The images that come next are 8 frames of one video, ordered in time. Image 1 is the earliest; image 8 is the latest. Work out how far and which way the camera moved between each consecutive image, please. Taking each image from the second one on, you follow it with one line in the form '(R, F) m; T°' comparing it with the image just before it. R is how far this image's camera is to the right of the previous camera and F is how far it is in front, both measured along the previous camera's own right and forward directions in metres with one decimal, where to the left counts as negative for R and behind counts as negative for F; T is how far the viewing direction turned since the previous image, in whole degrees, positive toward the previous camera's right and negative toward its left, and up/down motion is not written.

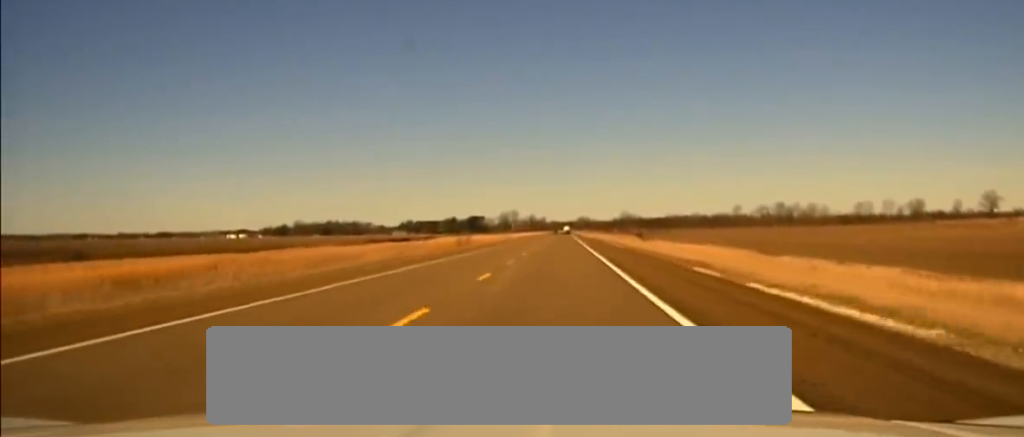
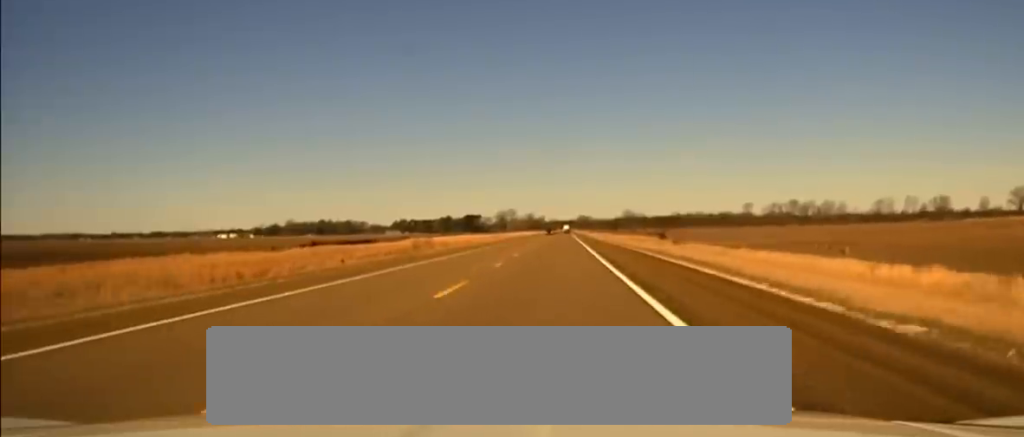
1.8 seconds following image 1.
(-0.3, +53.9) m; 0°
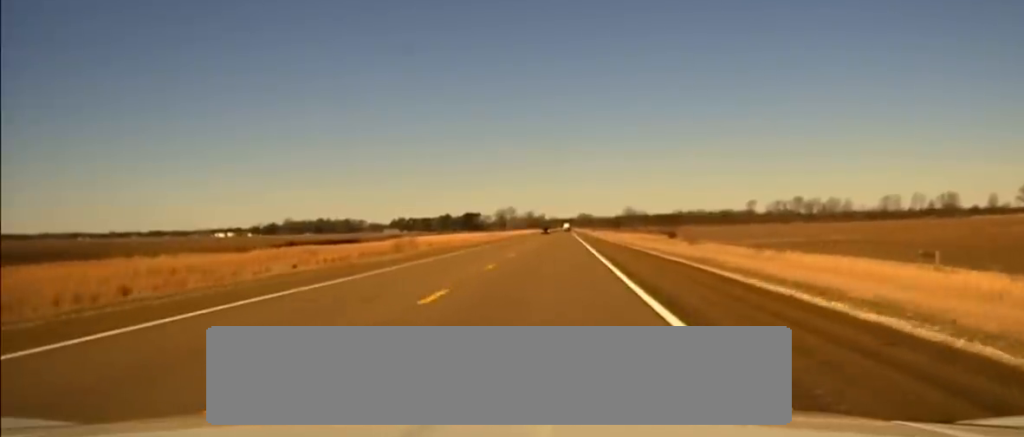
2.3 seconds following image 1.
(+0.1, +15.8) m; 0°
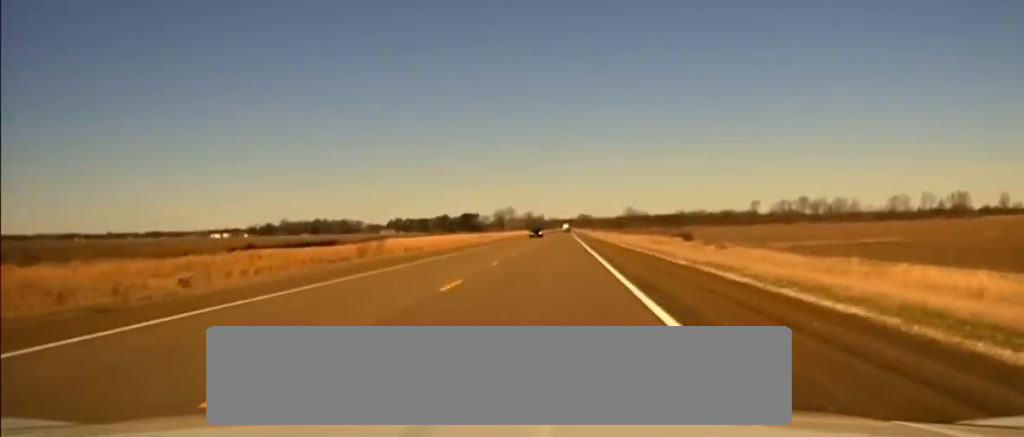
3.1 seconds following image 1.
(0.0, +23.0) m; 0°
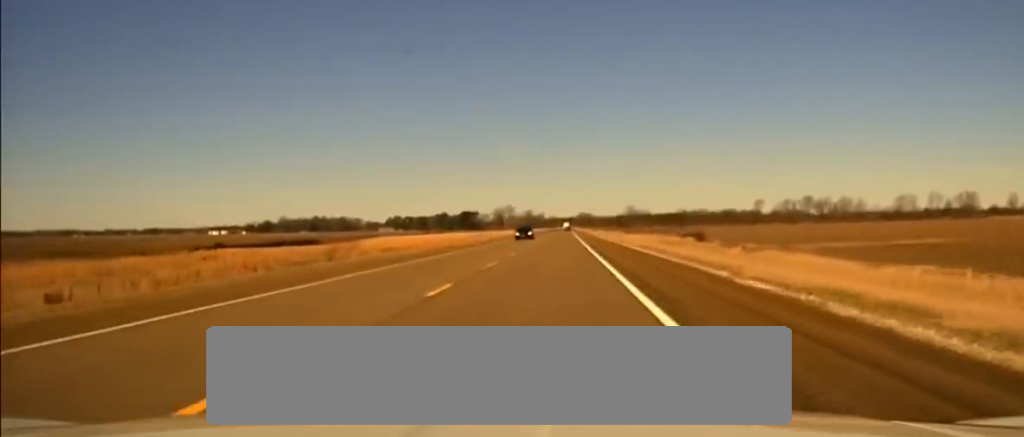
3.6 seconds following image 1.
(0.0, +14.8) m; 0°
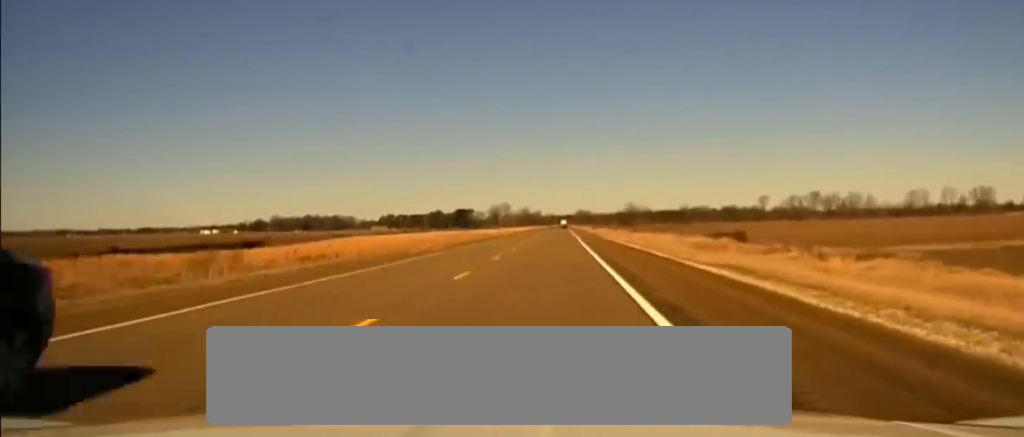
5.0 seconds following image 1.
(-0.1, +33.3) m; +1°
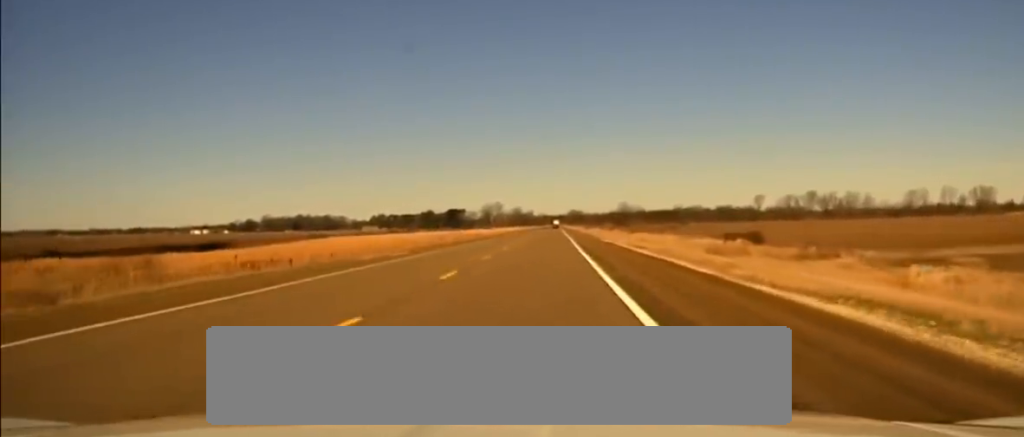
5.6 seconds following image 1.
(+0.1, +13.7) m; +1°
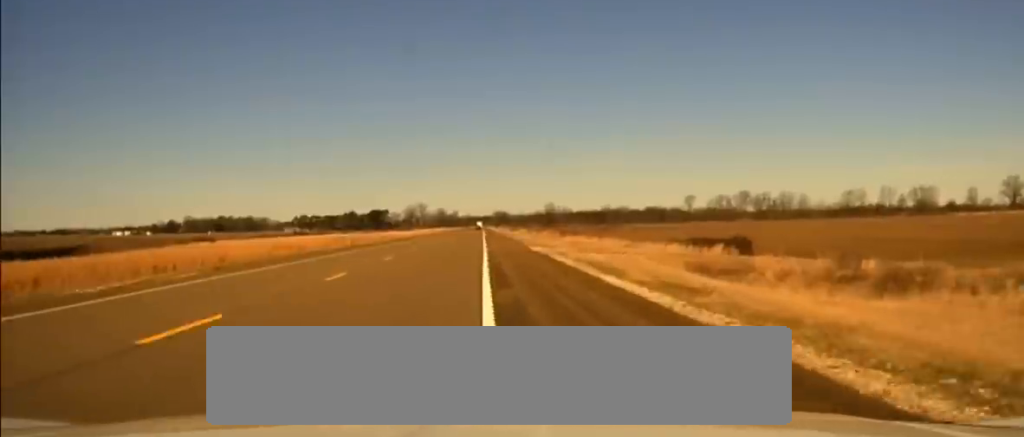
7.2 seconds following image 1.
(+0.4, +26.3) m; +2°
